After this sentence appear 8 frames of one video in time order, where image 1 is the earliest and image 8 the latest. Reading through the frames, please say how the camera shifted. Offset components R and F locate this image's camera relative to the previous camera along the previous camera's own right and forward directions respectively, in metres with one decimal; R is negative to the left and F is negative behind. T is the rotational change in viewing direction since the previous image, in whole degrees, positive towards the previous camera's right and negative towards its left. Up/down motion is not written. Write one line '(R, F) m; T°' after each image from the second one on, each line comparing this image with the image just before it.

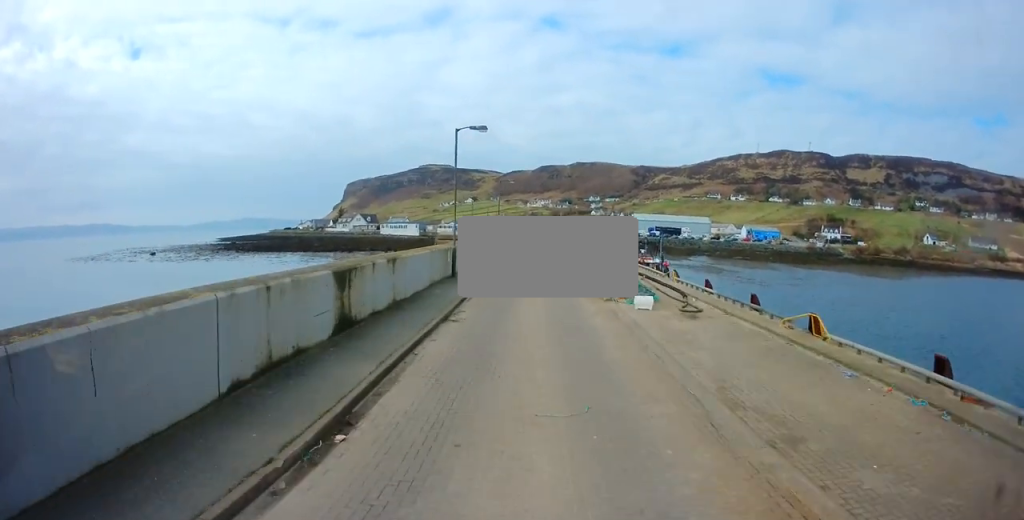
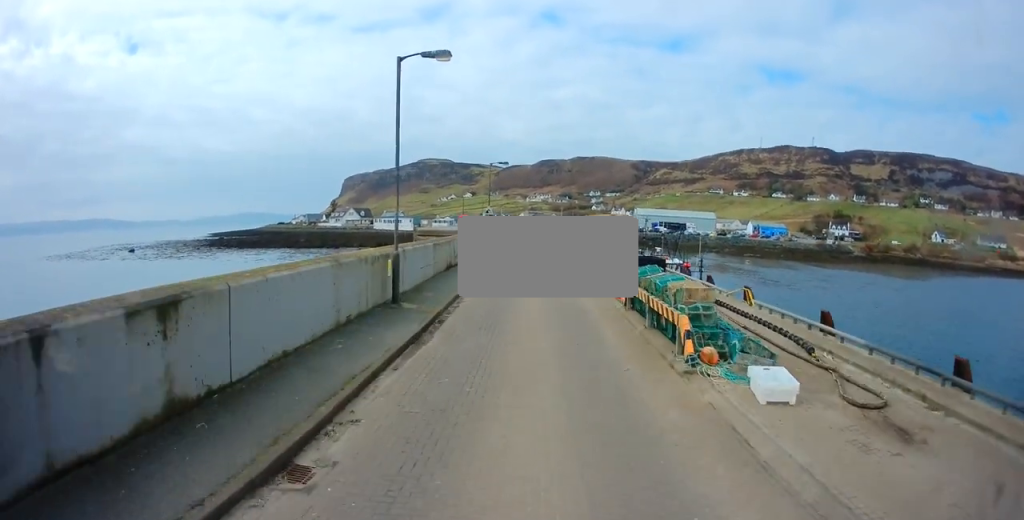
(+0.9, +9.3) m; +4°
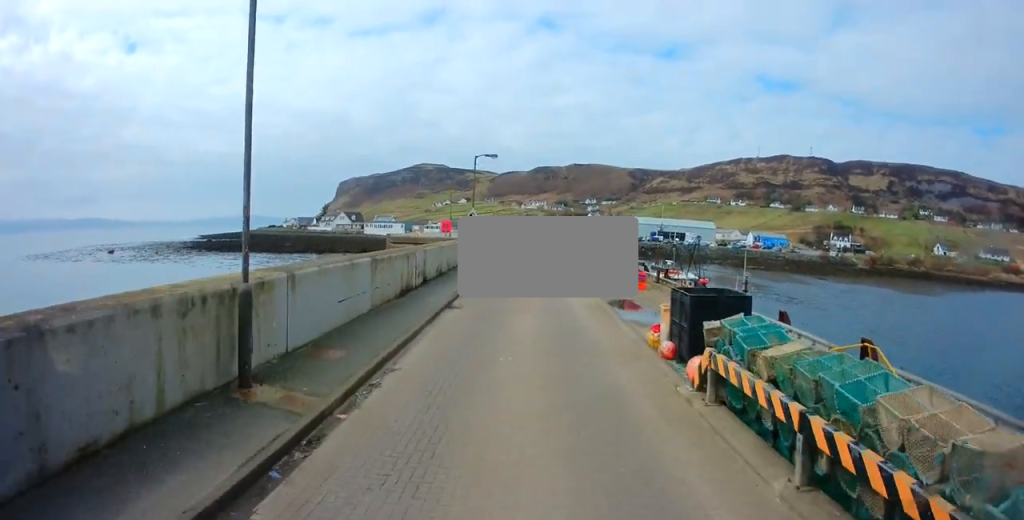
(-0.4, +7.0) m; -3°
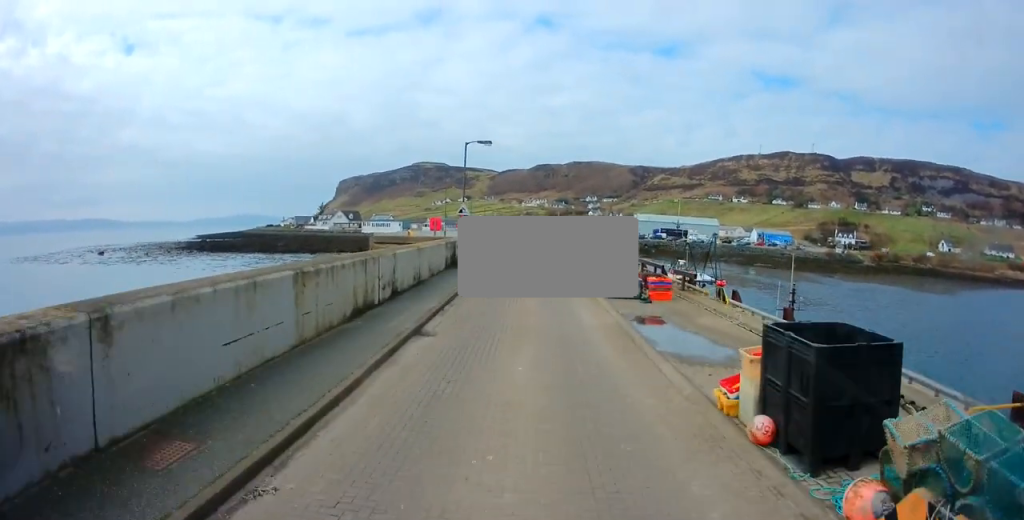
(-0.1, +4.4) m; -1°
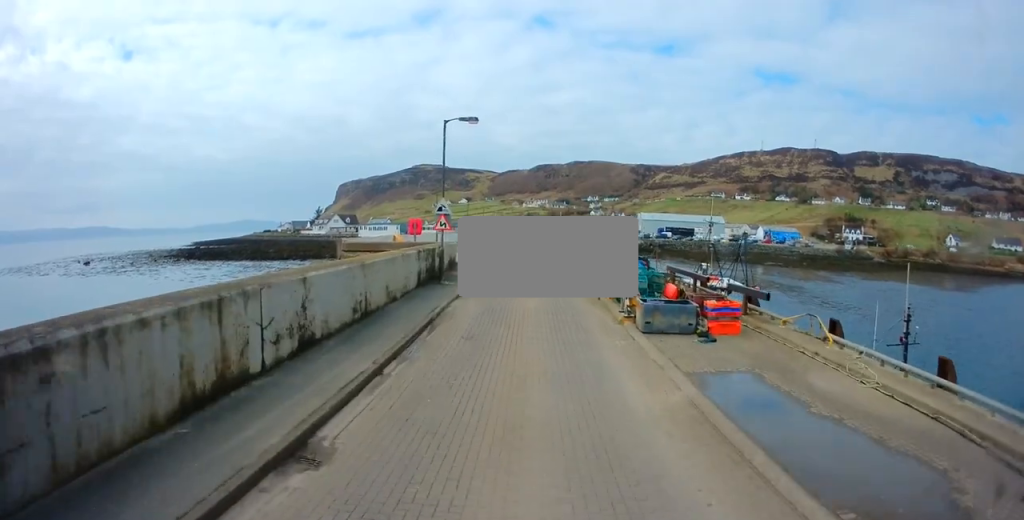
(0.0, +6.0) m; -1°
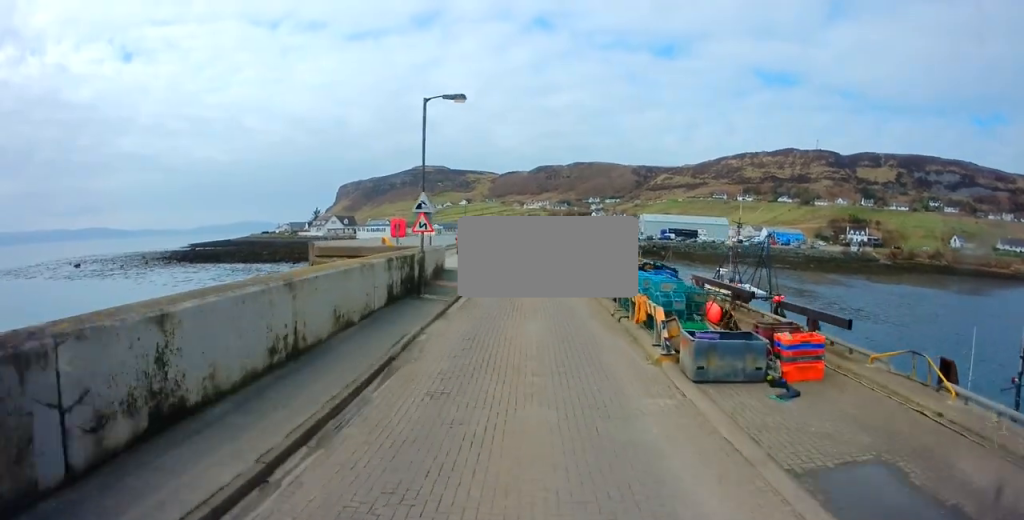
(0.0, +4.0) m; -1°
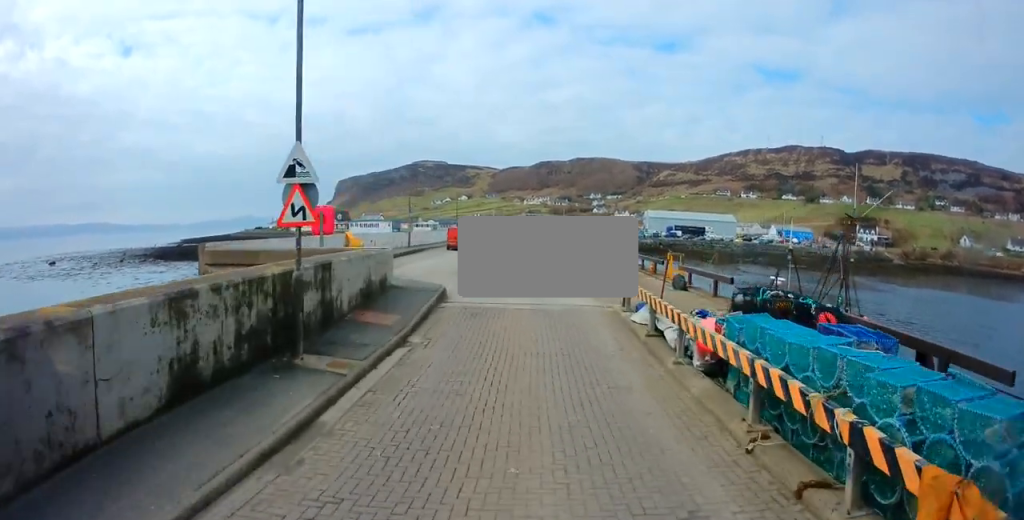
(-0.3, +9.0) m; -1°
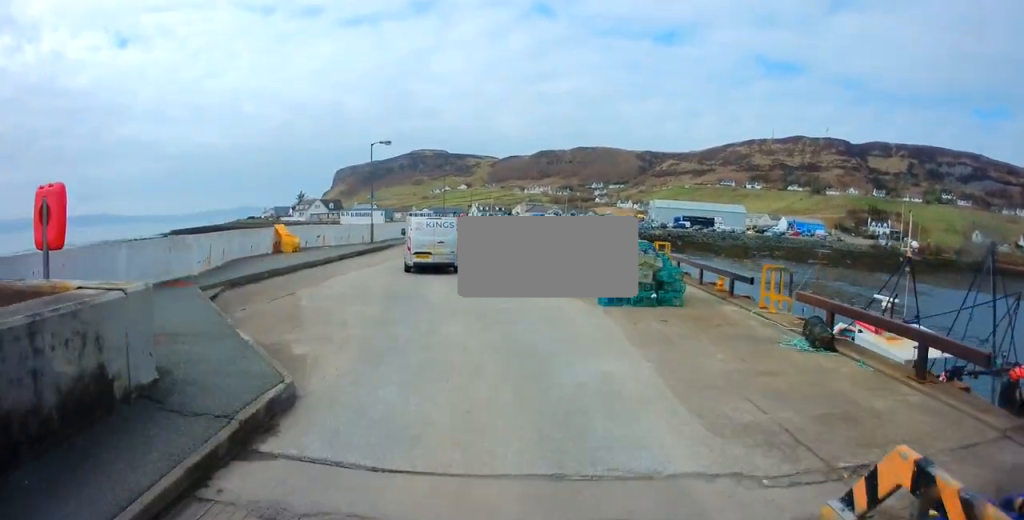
(+0.4, +9.9) m; +4°
